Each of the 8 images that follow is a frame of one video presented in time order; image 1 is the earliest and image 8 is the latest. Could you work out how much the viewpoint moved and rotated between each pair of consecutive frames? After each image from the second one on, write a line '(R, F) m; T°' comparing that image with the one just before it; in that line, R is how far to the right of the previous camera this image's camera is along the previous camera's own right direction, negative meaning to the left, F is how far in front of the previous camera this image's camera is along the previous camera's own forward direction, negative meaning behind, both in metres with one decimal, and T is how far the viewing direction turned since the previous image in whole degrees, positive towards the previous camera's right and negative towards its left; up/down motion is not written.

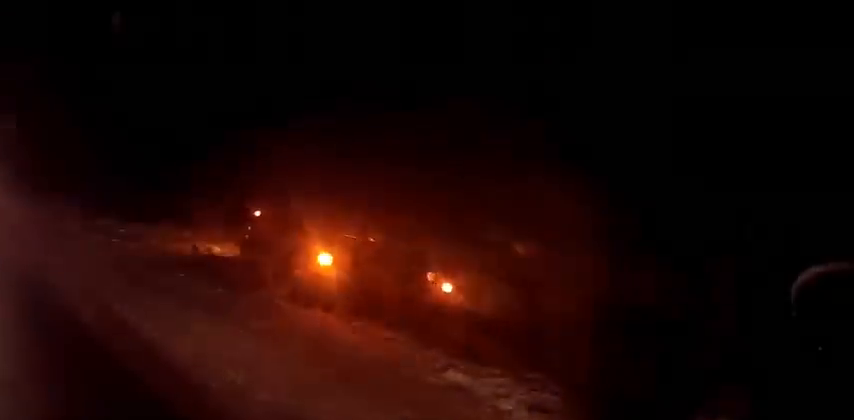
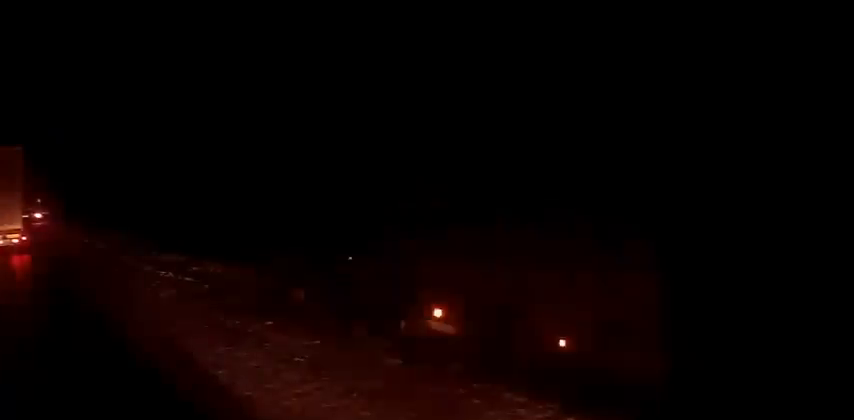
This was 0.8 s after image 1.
(0.0, +1.1) m; 0°
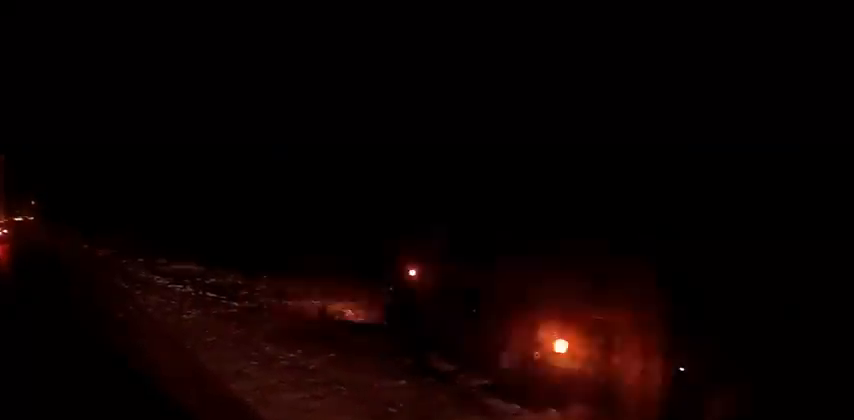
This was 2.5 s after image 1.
(0.0, +6.4) m; 0°
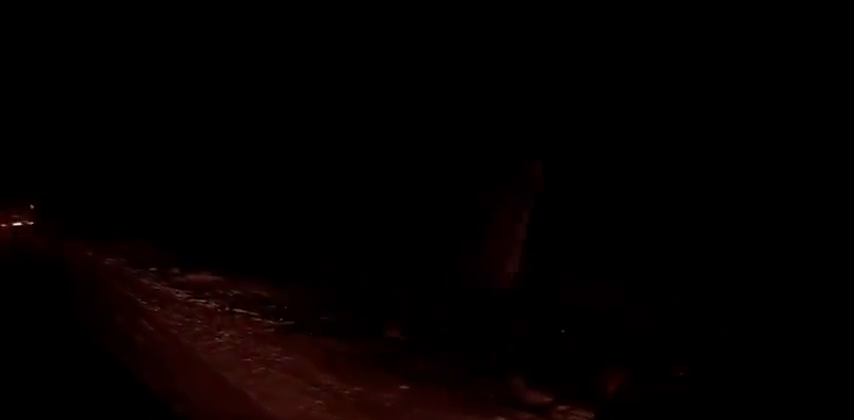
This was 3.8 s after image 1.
(0.0, +7.0) m; 0°
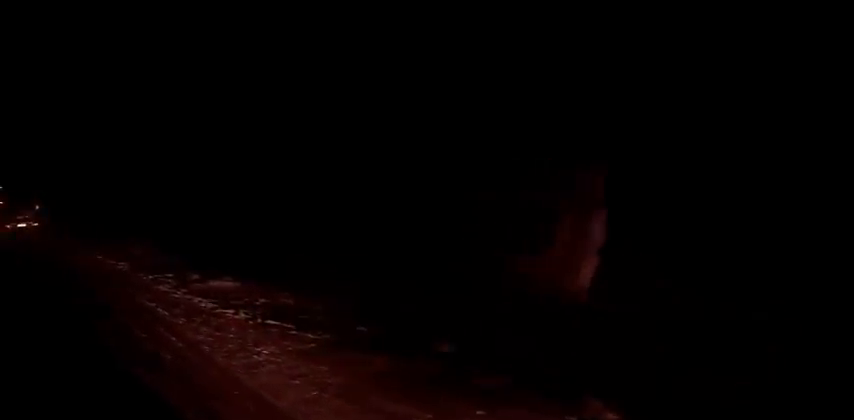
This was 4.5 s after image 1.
(0.0, +4.3) m; 0°
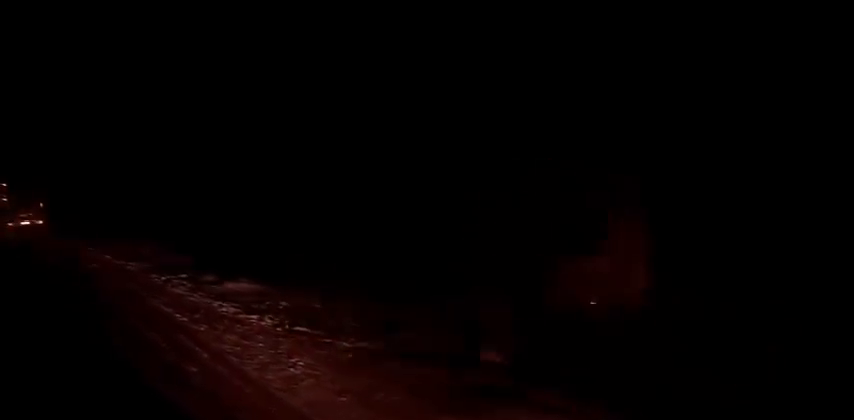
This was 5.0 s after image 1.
(0.0, +3.0) m; 0°
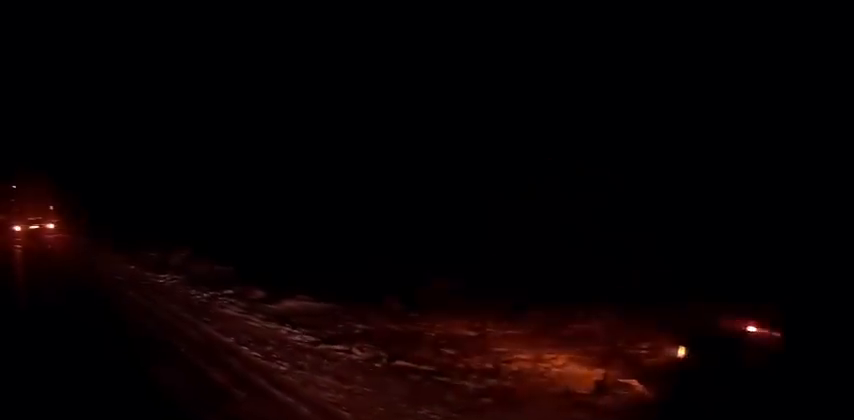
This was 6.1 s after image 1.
(0.0, +6.8) m; 0°
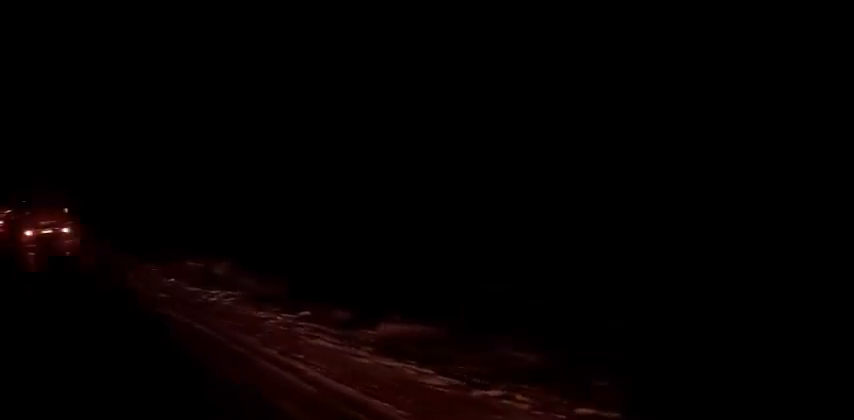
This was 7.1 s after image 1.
(0.0, +6.2) m; 0°
